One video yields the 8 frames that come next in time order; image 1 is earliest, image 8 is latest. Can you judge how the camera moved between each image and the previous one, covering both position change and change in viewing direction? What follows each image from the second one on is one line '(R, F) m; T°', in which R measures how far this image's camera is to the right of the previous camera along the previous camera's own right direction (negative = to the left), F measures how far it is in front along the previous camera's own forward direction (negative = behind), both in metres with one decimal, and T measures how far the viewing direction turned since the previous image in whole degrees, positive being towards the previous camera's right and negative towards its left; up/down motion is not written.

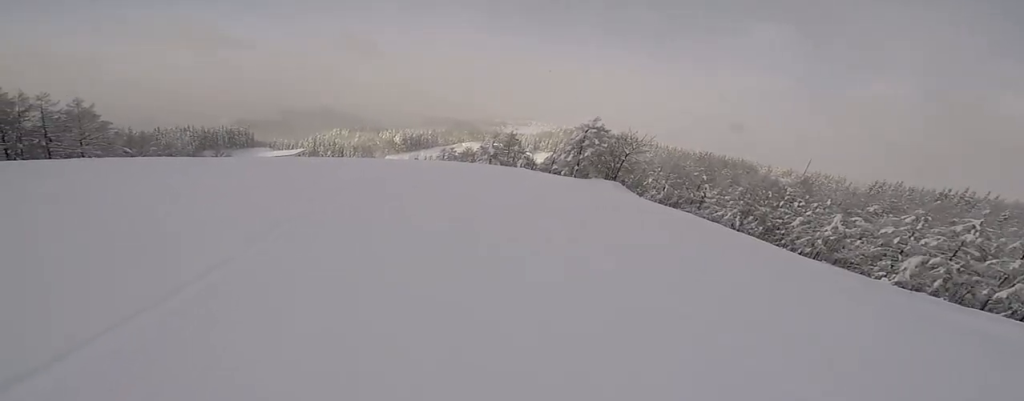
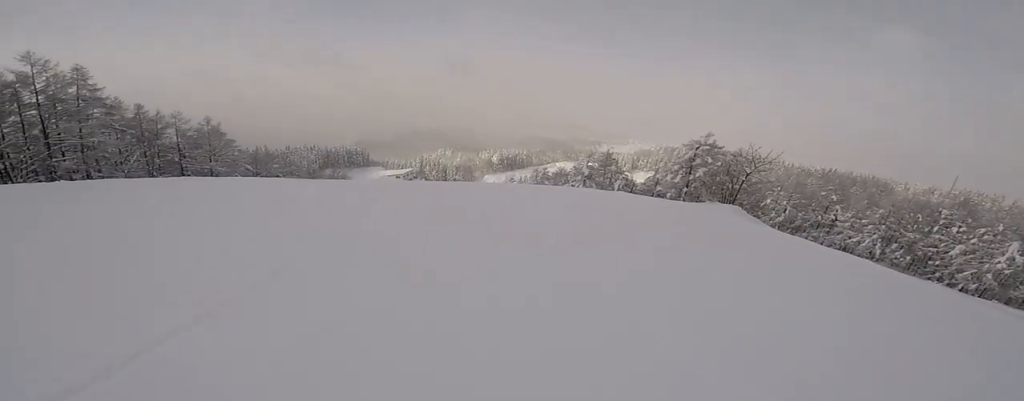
(0.0, +3.5) m; -23°
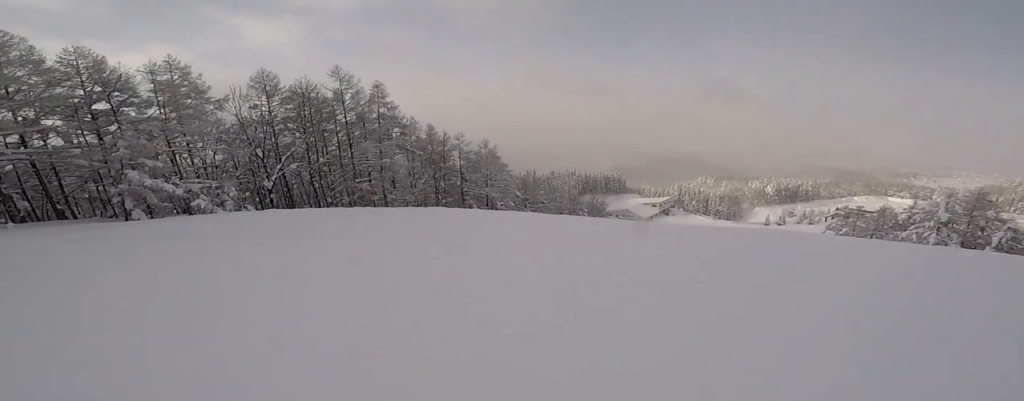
(-3.9, +7.2) m; -26°
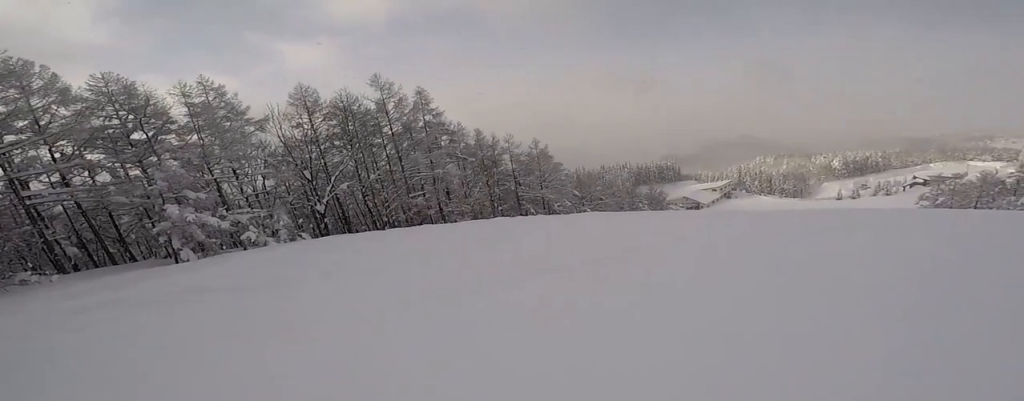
(+0.3, +3.3) m; +18°
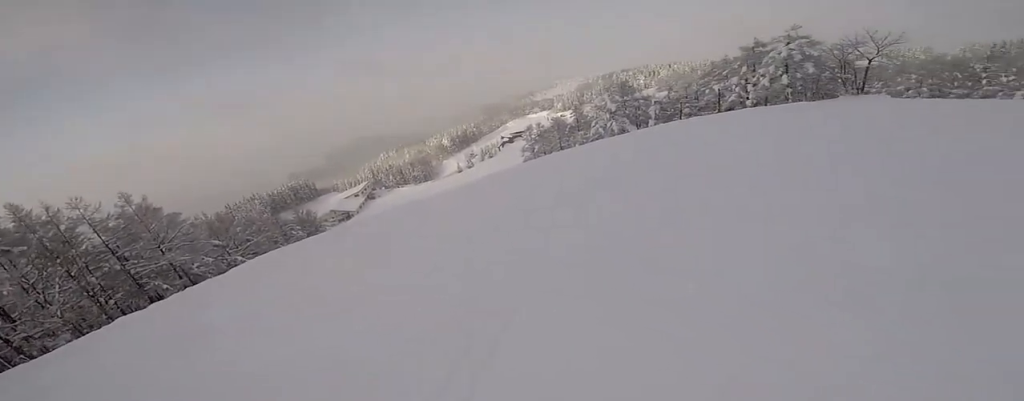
(+1.3, +4.0) m; +43°
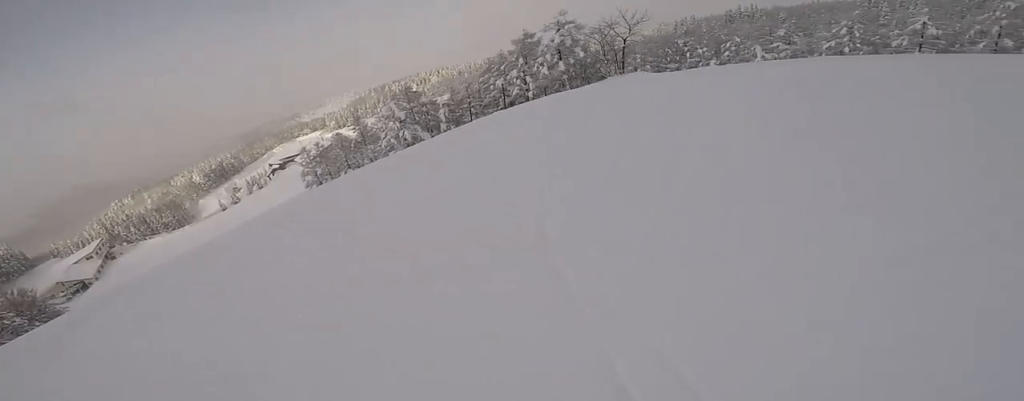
(+1.0, +3.0) m; +33°
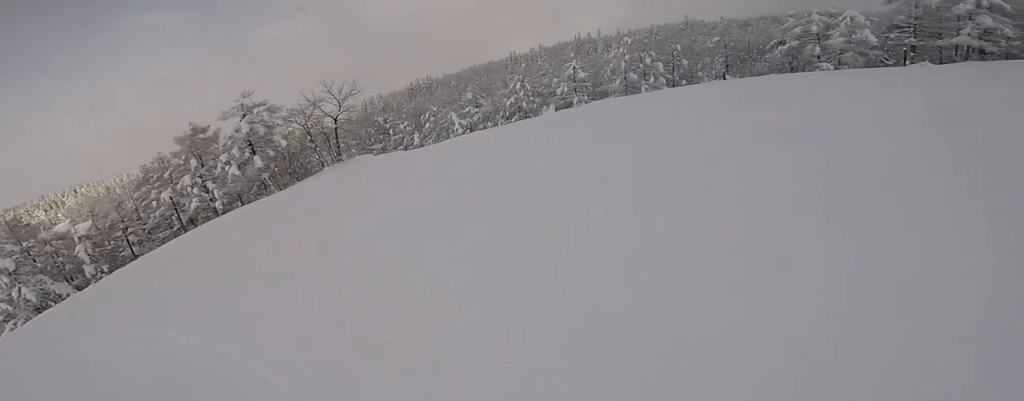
(+1.7, +5.4) m; +18°
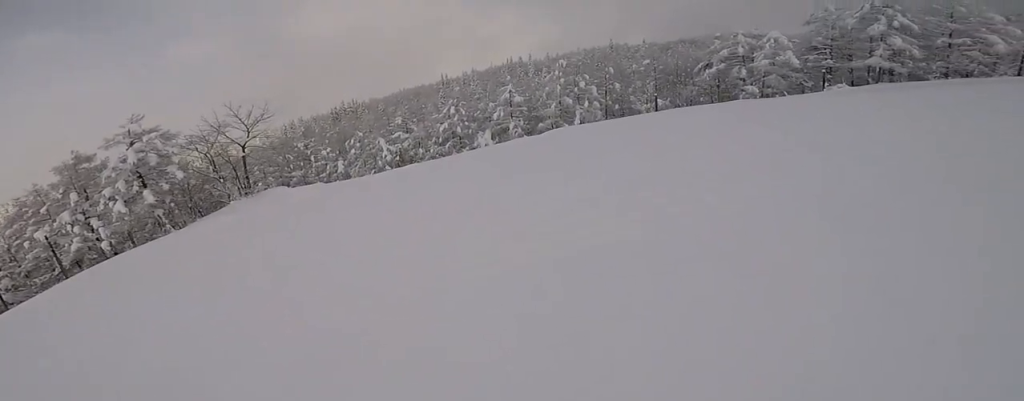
(0.0, +1.9) m; -4°
